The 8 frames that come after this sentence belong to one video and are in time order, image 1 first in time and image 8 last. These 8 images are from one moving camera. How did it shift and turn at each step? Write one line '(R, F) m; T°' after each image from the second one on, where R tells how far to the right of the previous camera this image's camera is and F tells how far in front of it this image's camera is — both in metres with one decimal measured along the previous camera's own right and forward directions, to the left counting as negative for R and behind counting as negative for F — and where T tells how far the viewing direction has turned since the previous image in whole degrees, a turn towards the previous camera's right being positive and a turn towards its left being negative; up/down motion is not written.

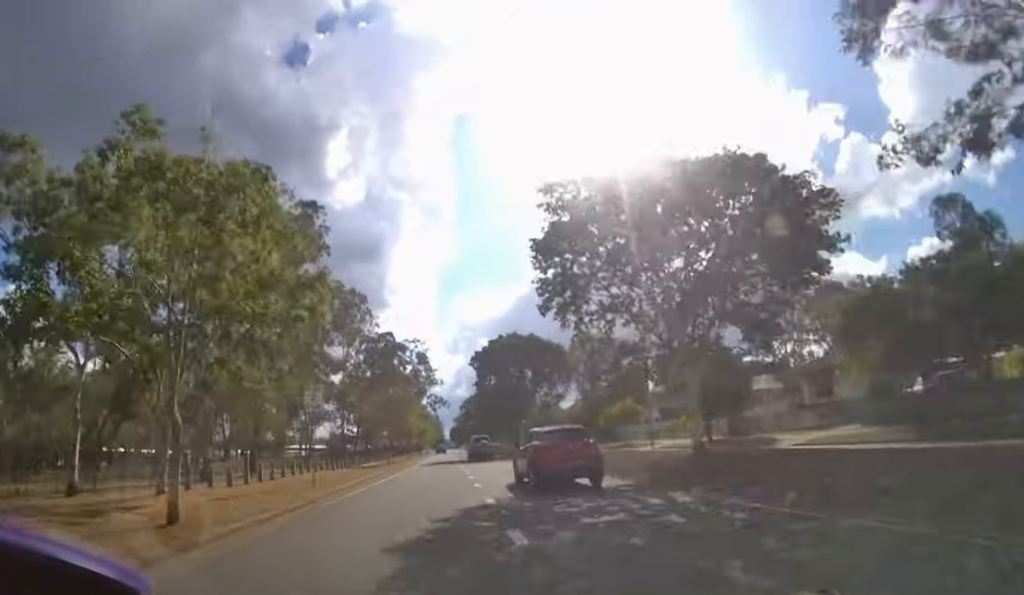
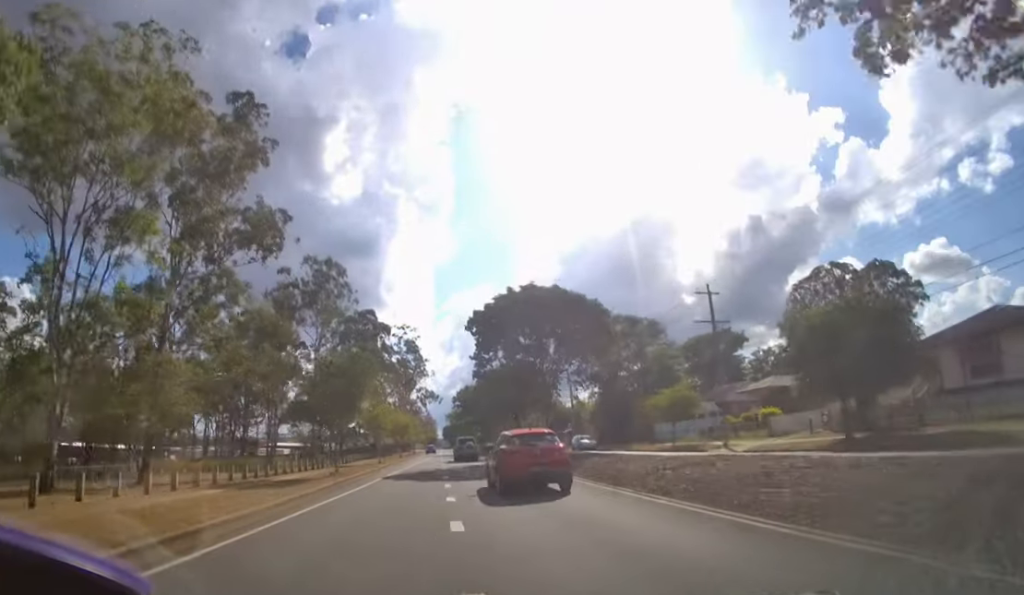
(+0.1, +13.0) m; +1°
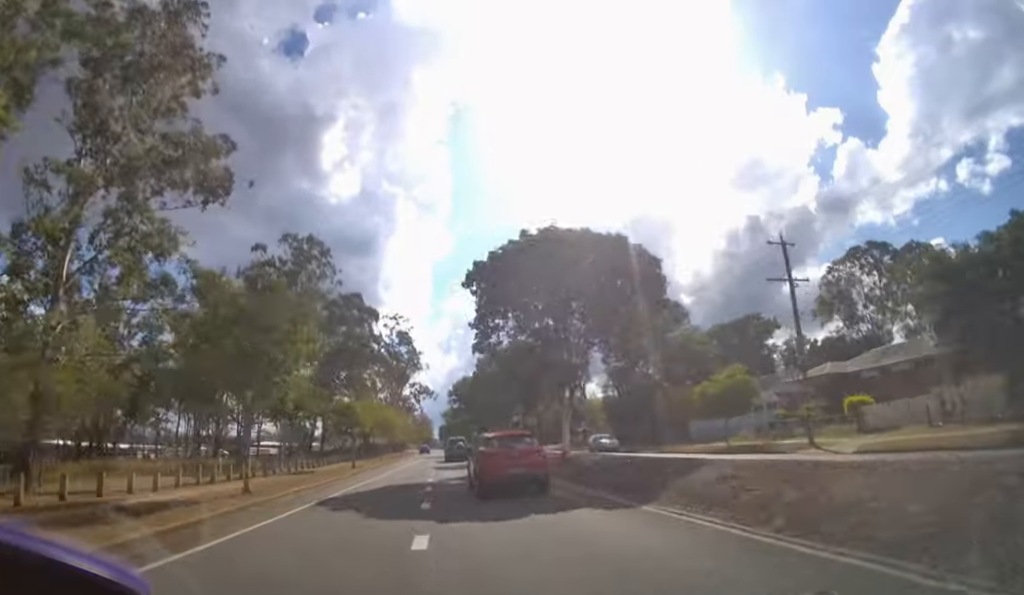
(0.0, +9.0) m; 0°
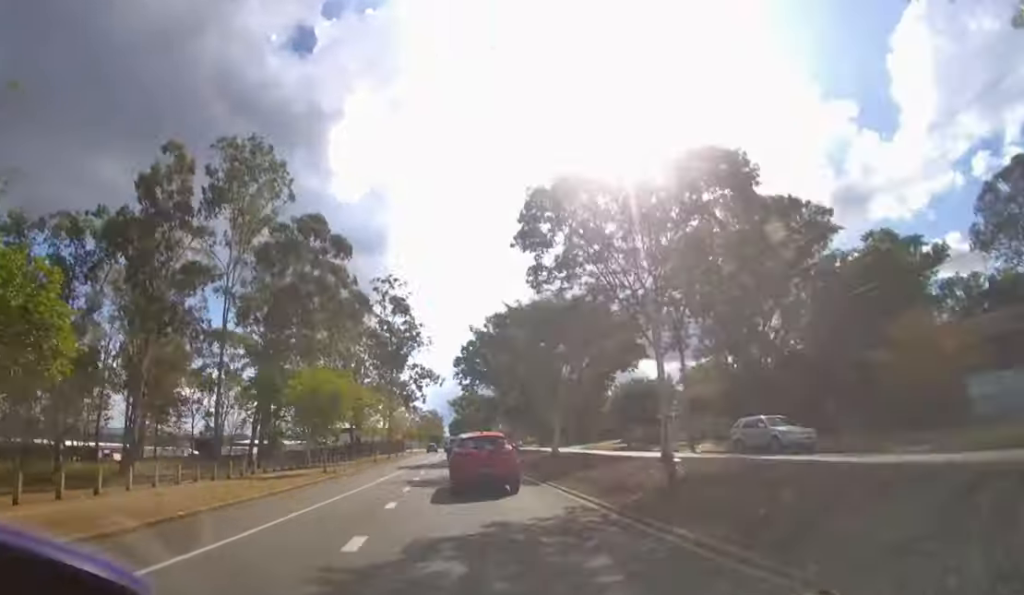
(-0.1, +27.9) m; -1°
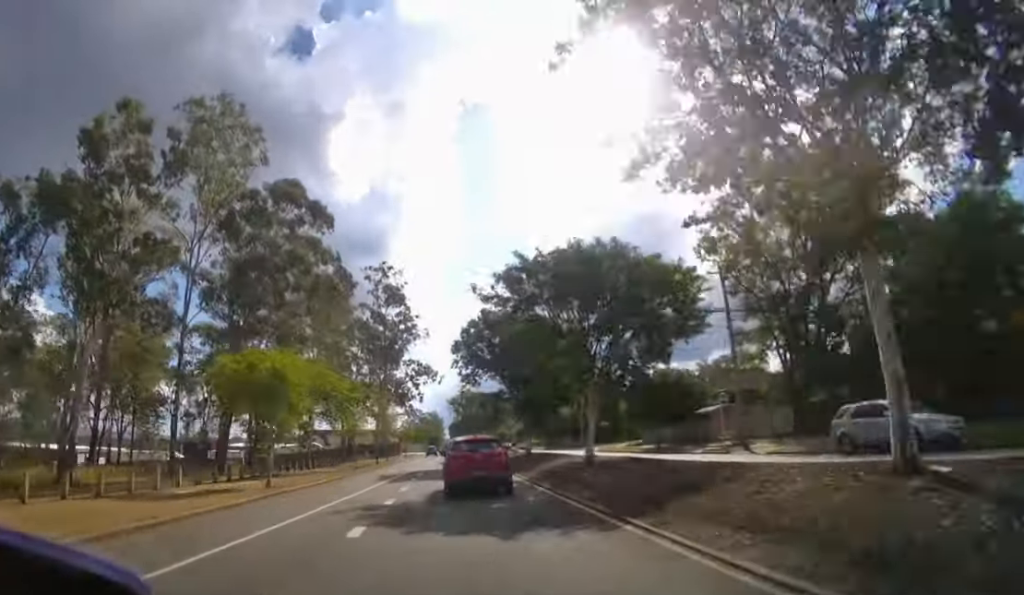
(0.0, +8.4) m; 0°
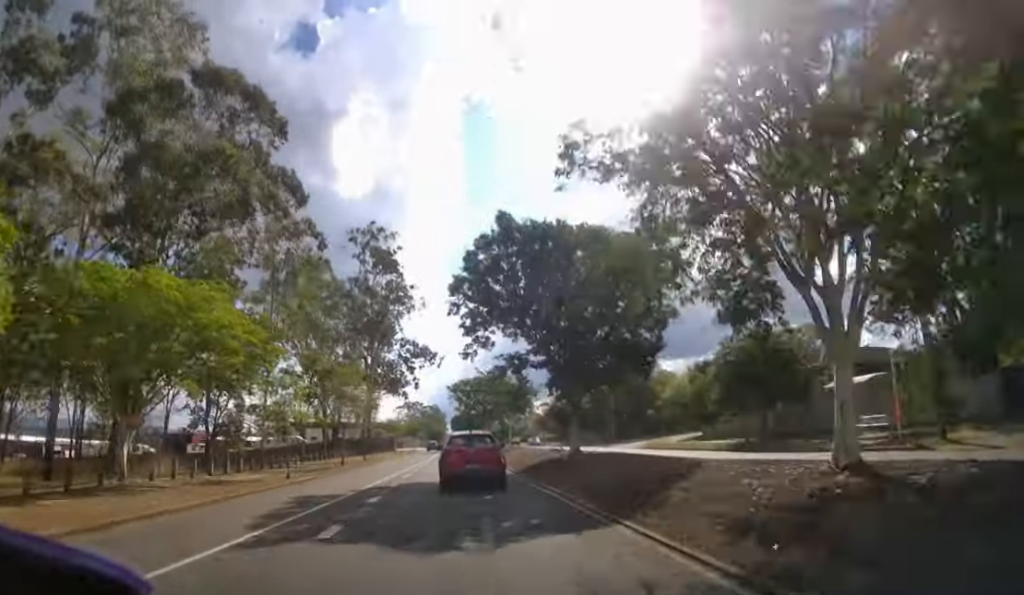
(-0.1, +14.6) m; -1°
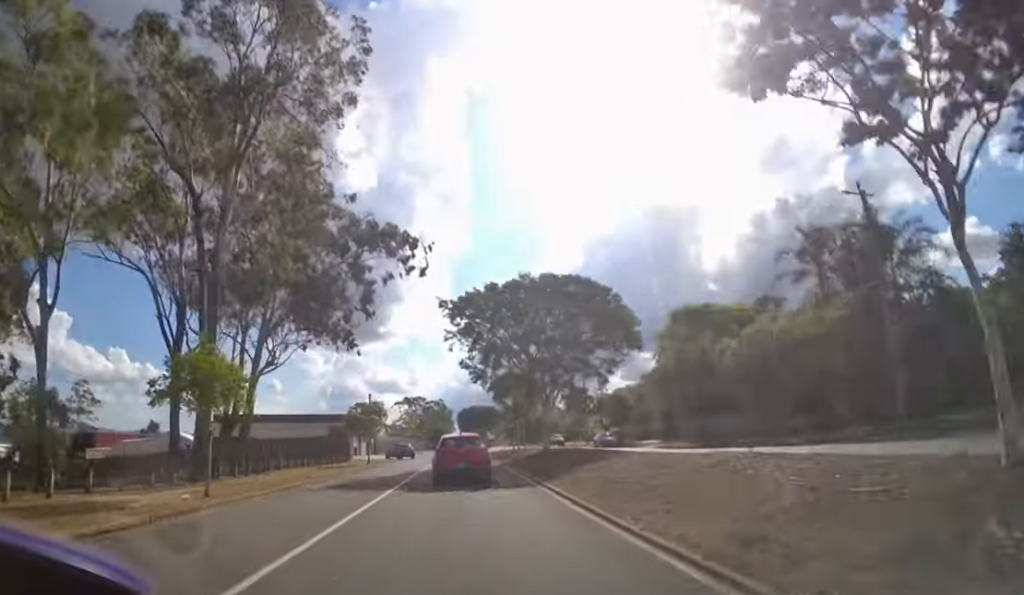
(-0.6, +43.2) m; -1°
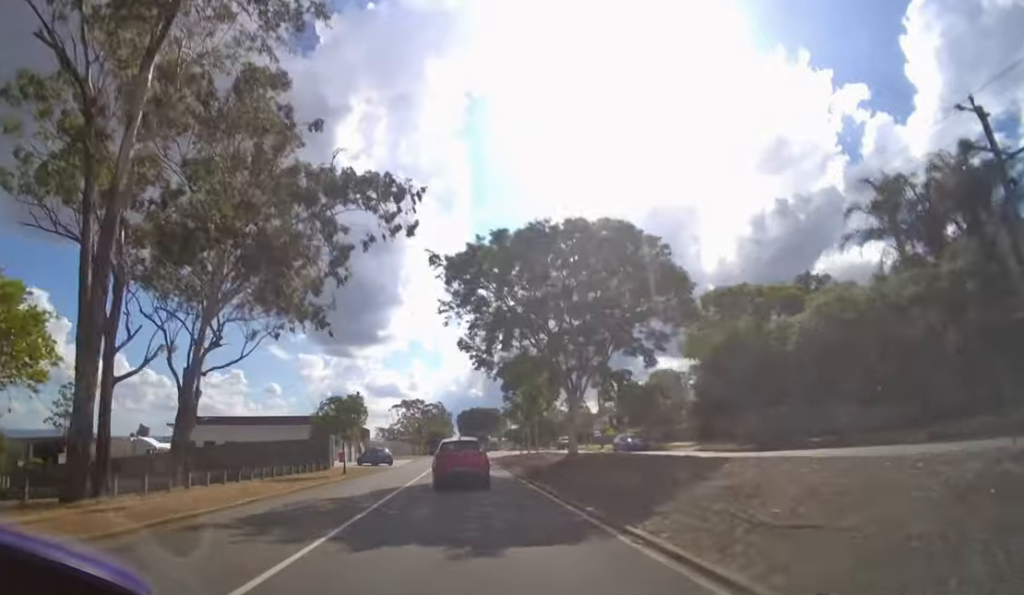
(0.0, +6.7) m; 0°
